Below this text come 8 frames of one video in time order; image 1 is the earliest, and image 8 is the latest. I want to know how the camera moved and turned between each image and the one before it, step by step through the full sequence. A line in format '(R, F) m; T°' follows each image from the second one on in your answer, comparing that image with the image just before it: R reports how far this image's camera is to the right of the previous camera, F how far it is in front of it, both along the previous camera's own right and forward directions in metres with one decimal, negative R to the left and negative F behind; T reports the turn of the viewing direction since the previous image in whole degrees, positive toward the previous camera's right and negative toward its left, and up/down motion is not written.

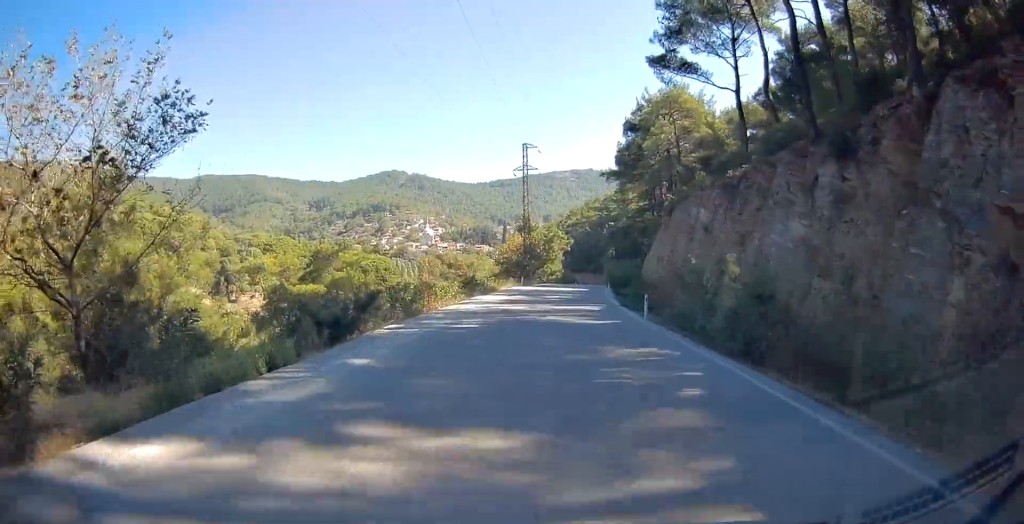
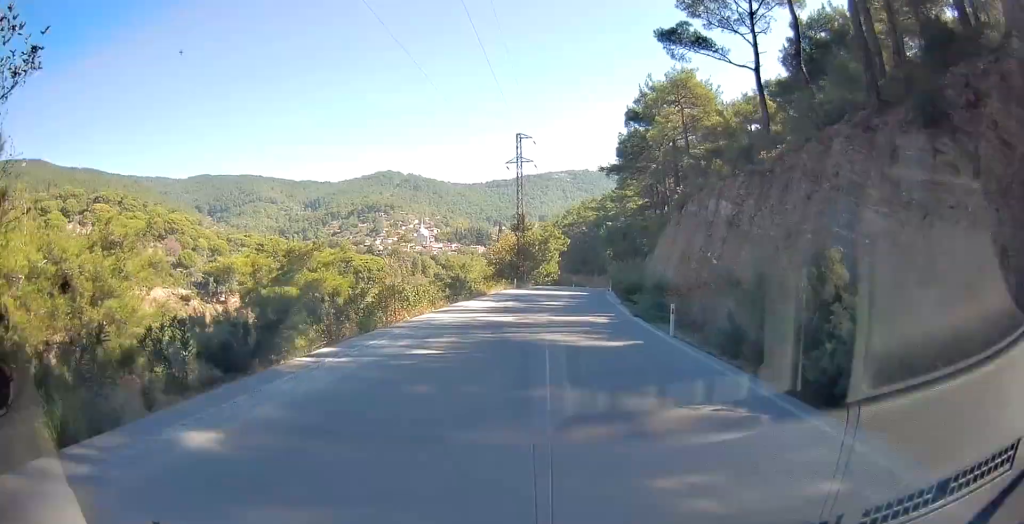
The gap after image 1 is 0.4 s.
(-0.1, +4.6) m; 0°
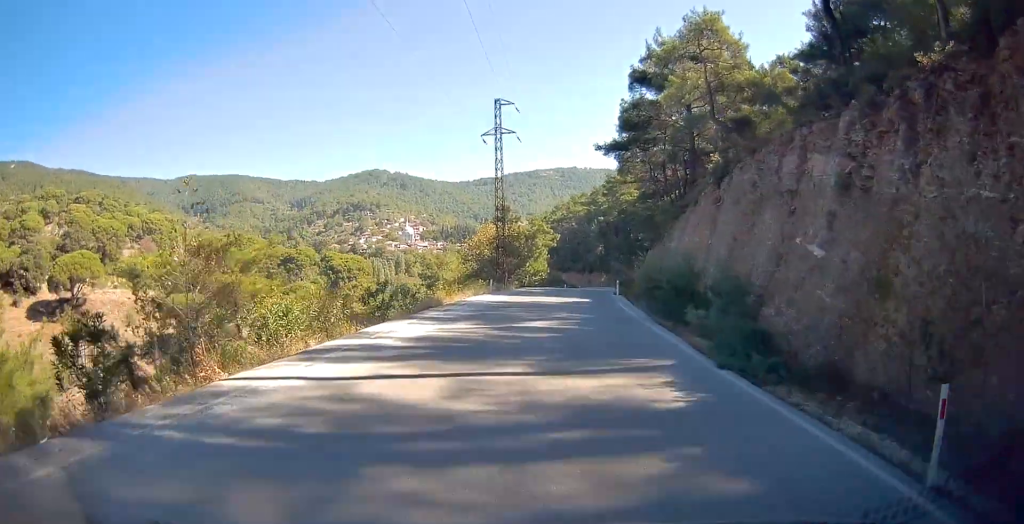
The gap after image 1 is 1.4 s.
(+0.1, +10.7) m; +1°
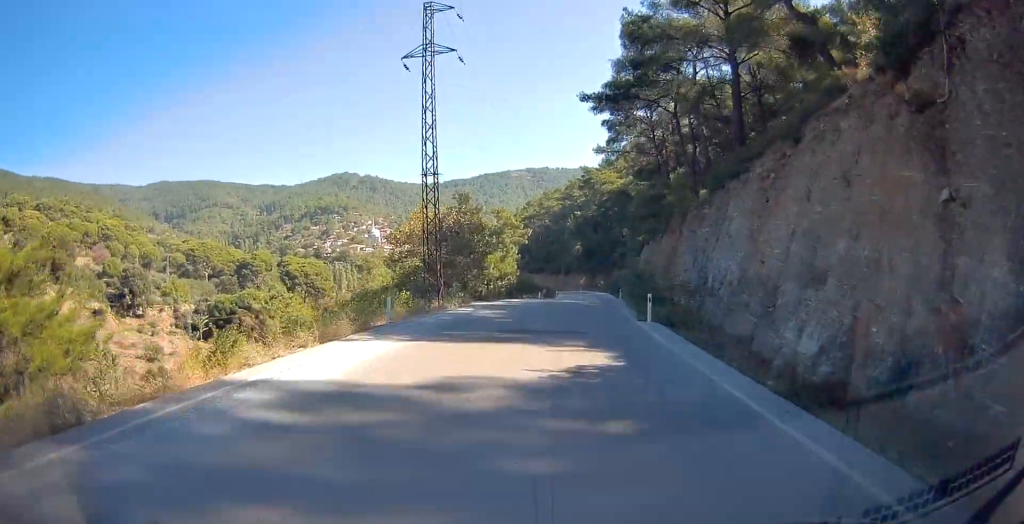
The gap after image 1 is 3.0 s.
(+0.3, +16.9) m; +2°
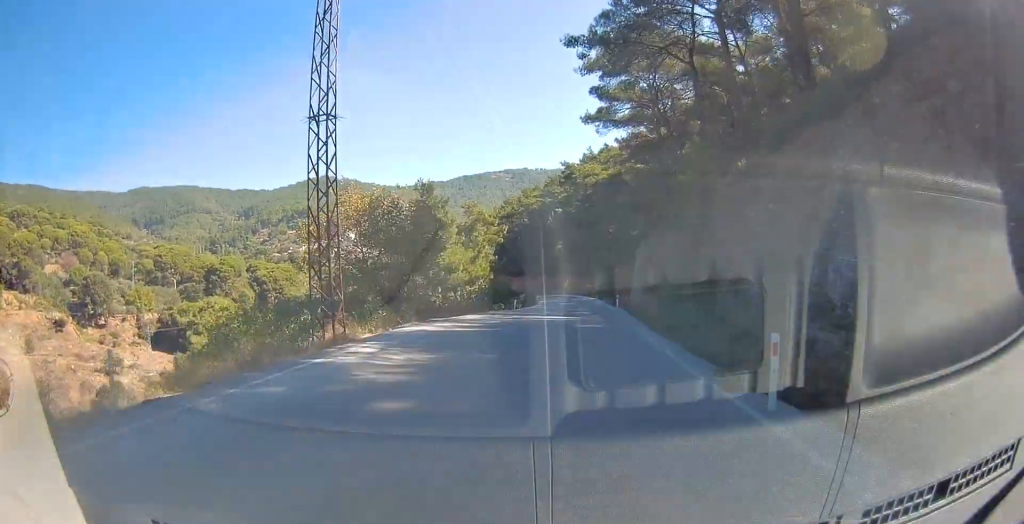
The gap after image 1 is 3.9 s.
(+0.2, +10.5) m; +2°
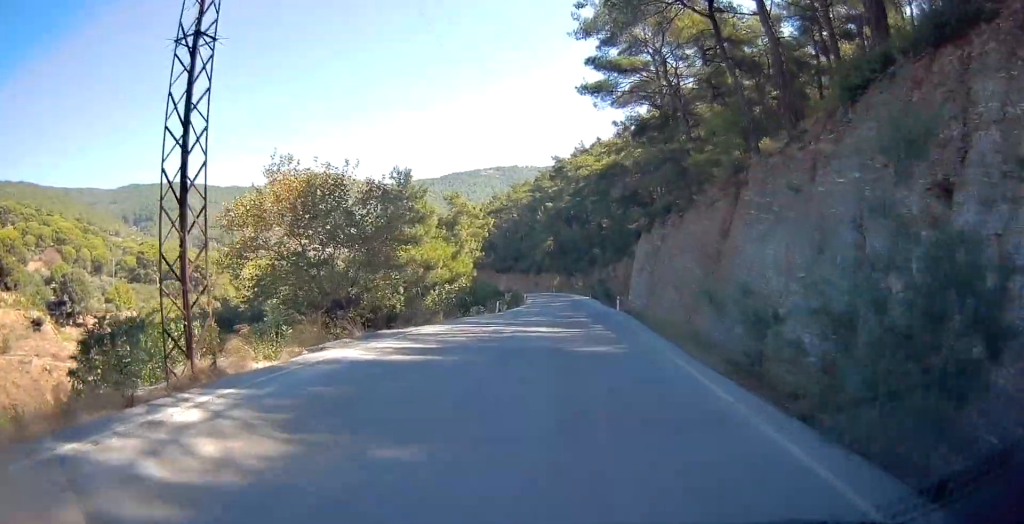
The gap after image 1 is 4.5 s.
(+0.1, +6.0) m; +1°
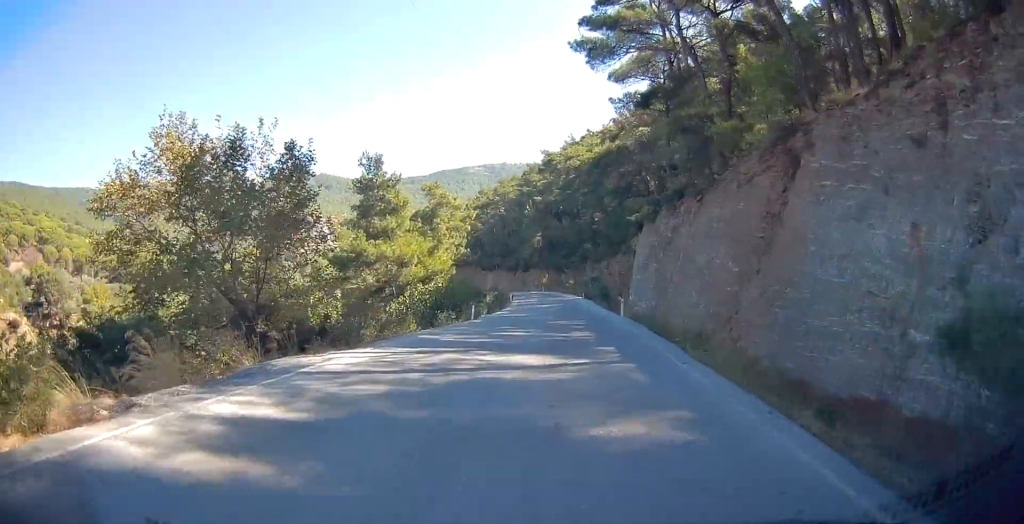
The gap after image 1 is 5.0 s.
(0.0, +6.2) m; 0°
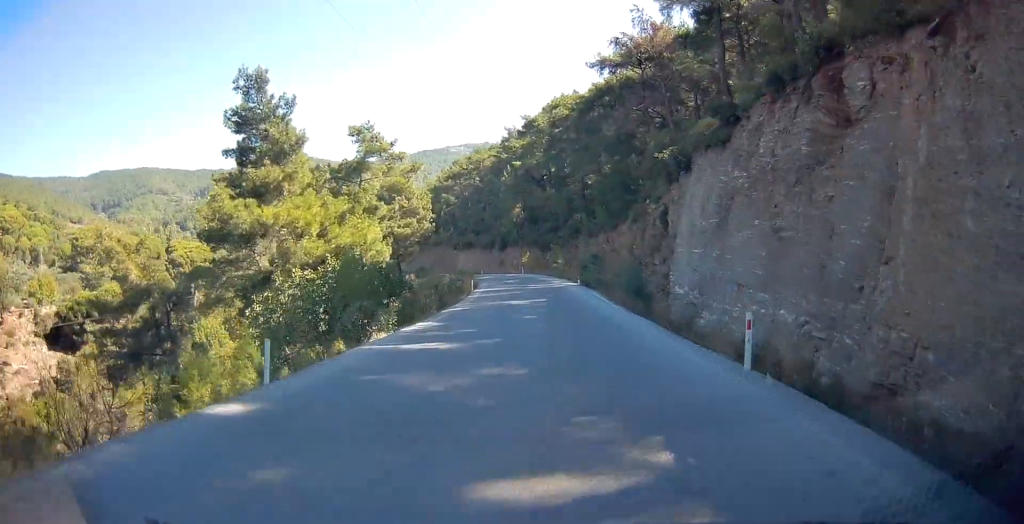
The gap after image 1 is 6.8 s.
(+0.4, +18.7) m; +3°
